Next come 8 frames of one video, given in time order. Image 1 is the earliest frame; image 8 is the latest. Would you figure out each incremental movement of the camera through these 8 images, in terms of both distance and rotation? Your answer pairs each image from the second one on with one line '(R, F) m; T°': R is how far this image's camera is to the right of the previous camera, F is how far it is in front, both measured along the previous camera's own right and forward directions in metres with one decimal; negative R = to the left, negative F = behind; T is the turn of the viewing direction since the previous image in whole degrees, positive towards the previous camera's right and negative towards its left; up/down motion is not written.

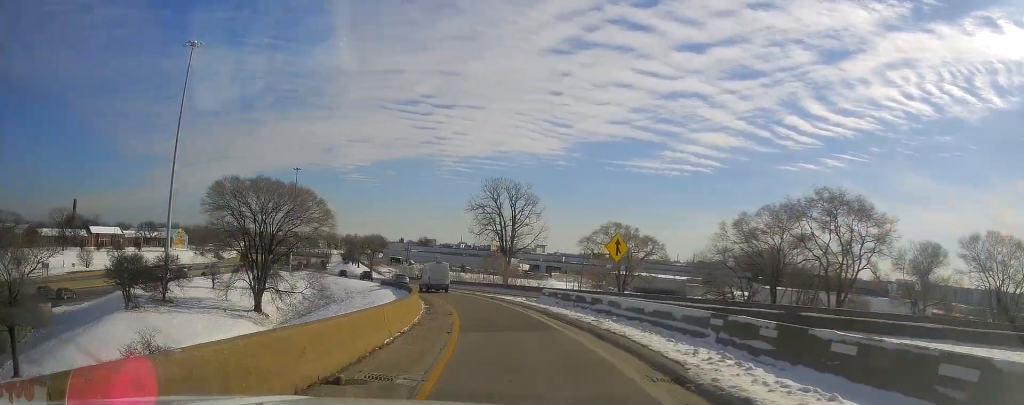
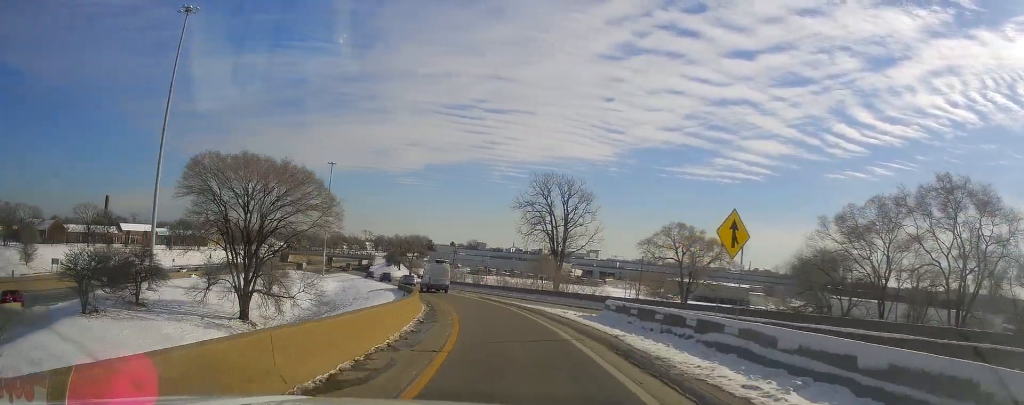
(-1.2, +14.0) m; -7°
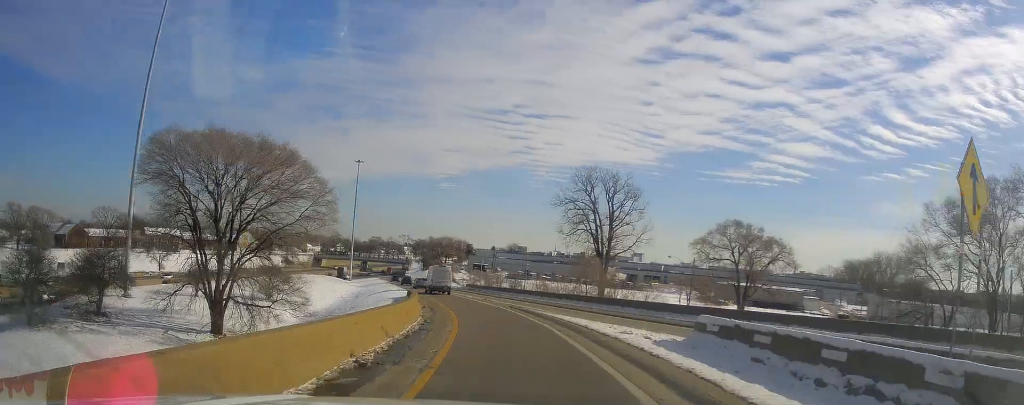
(-0.5, +11.3) m; -6°
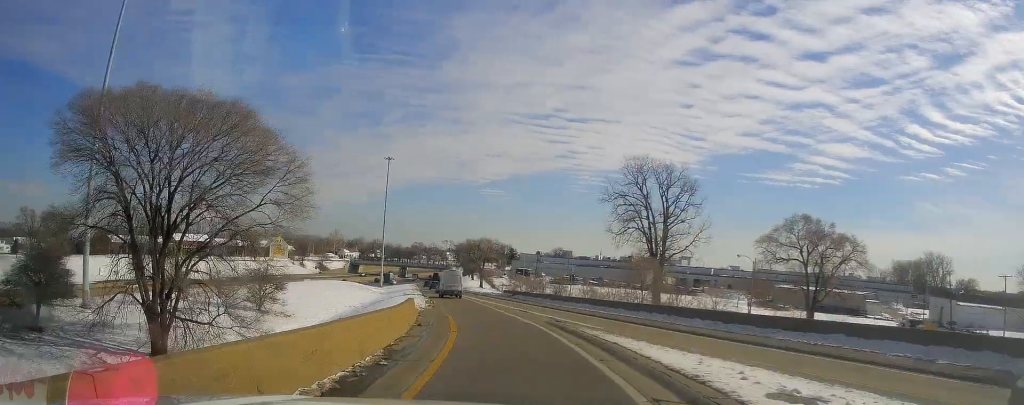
(-0.4, +11.9) m; -6°
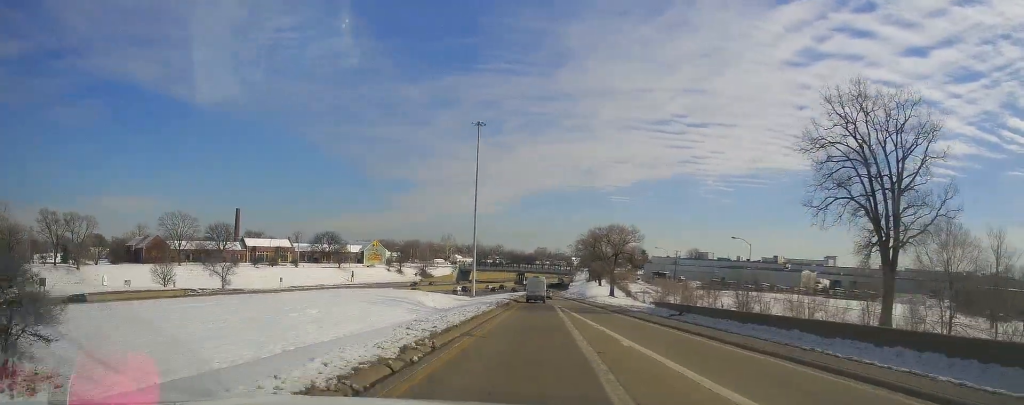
(-4.5, +37.9) m; -10°
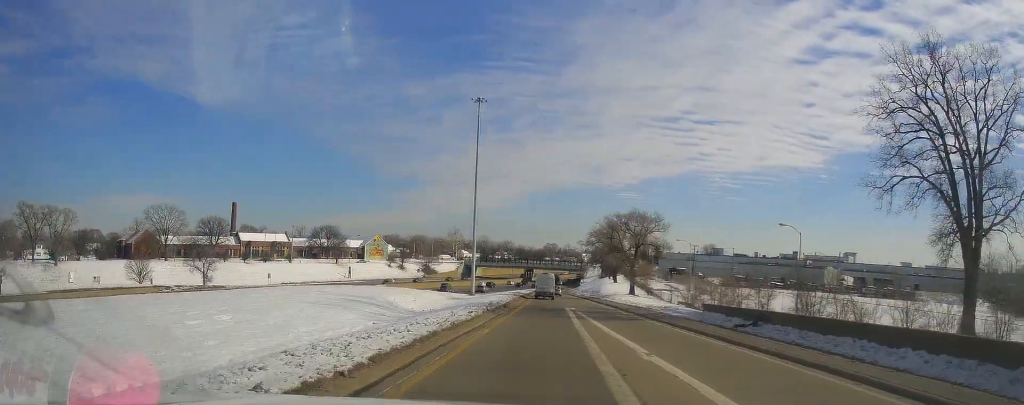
(-0.3, +12.2) m; -1°
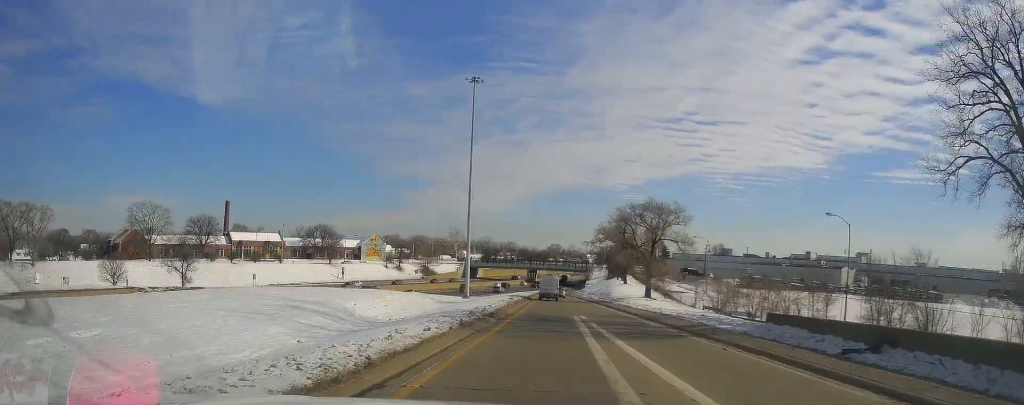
(-0.3, +9.5) m; 0°
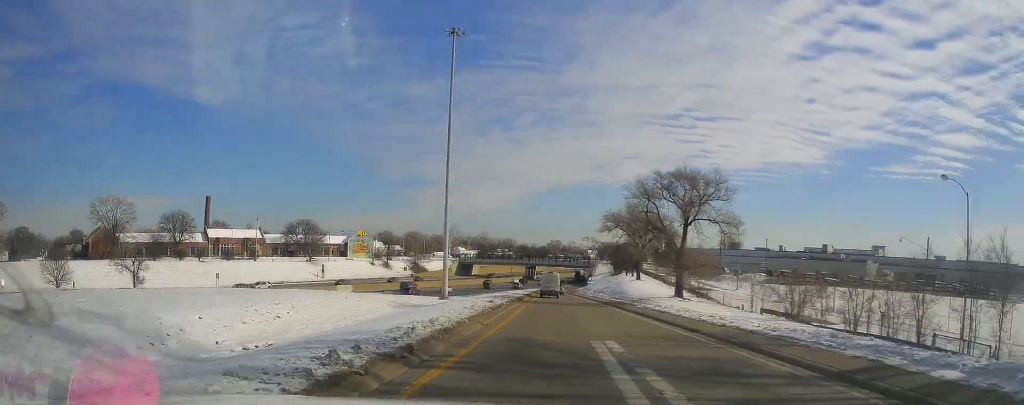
(+0.2, +15.1) m; 0°
